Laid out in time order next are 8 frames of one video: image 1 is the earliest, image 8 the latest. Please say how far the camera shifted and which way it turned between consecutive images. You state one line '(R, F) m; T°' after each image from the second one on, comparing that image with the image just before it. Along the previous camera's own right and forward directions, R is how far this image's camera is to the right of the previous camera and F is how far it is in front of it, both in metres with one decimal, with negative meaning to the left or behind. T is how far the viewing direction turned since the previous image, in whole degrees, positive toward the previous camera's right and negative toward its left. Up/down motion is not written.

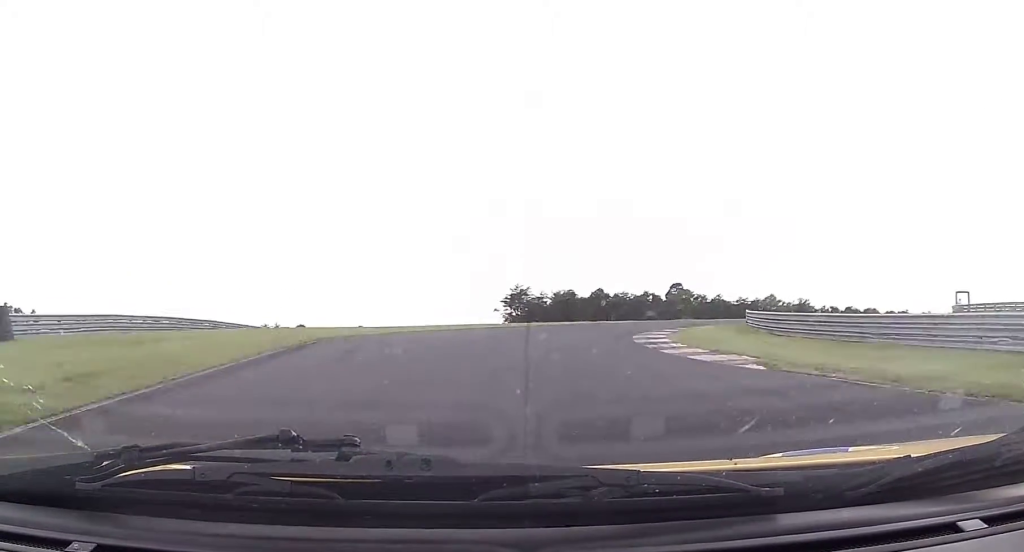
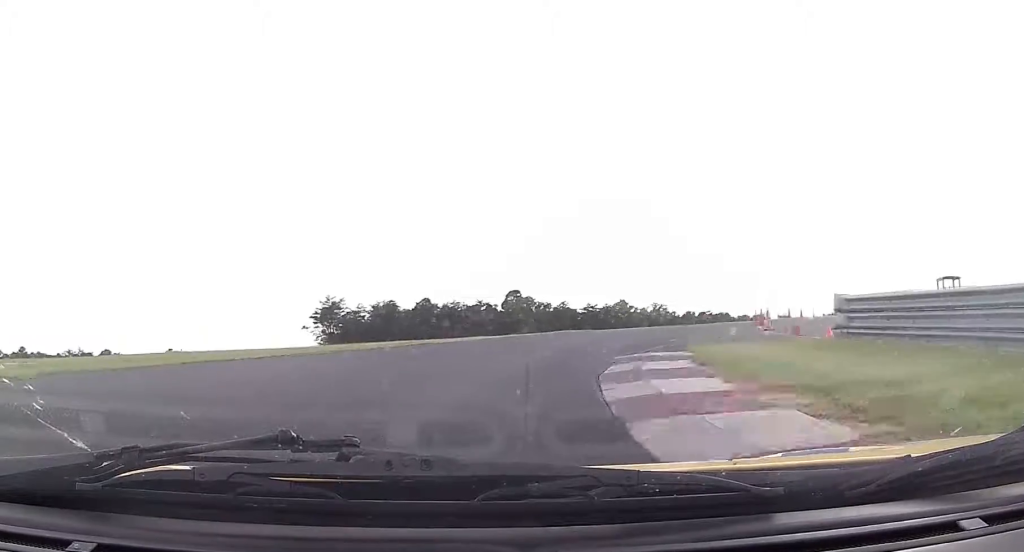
(+2.3, +26.5) m; +14°
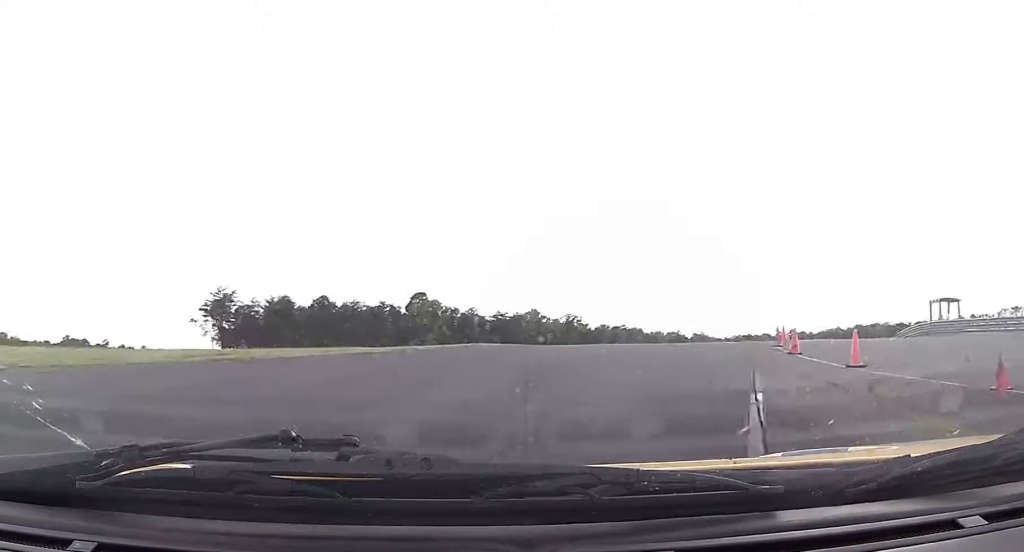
(+1.5, +11.3) m; +7°
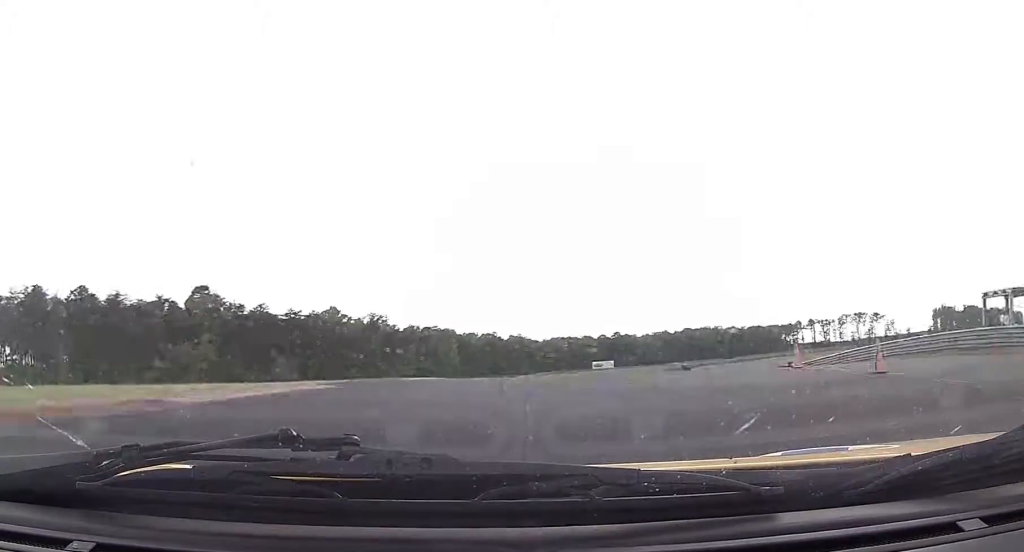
(+3.1, +23.7) m; +13°
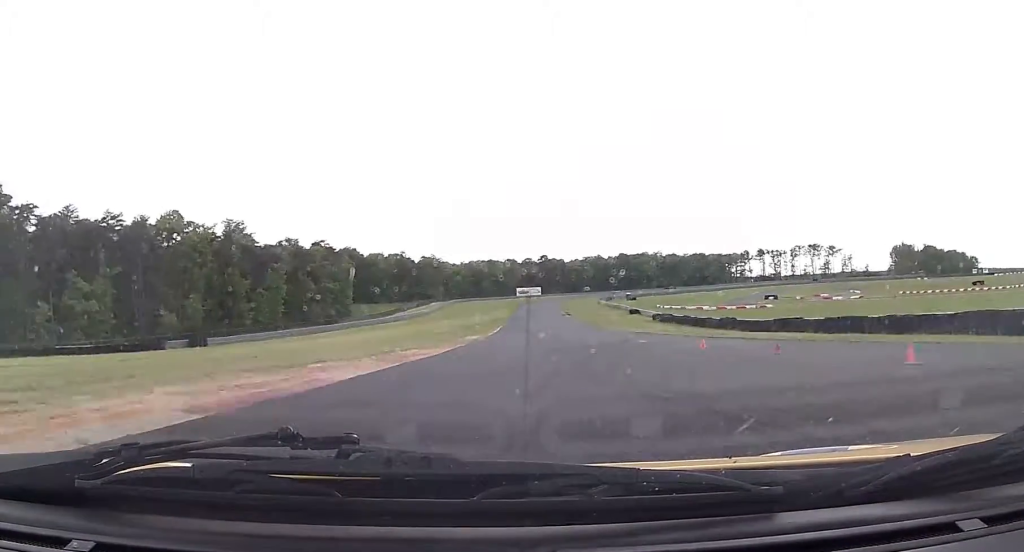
(+5.5, +42.2) m; +10°
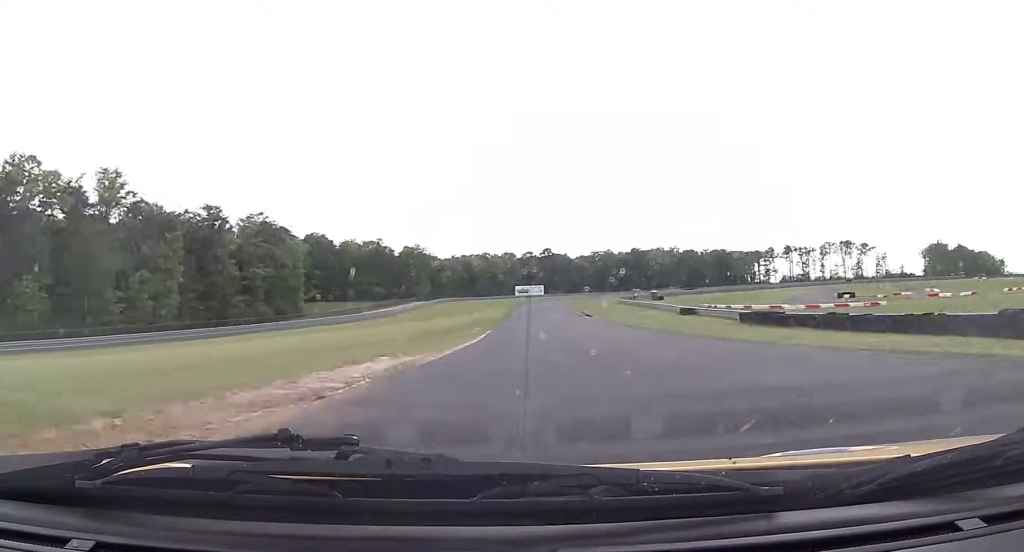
(+0.4, +40.3) m; +1°
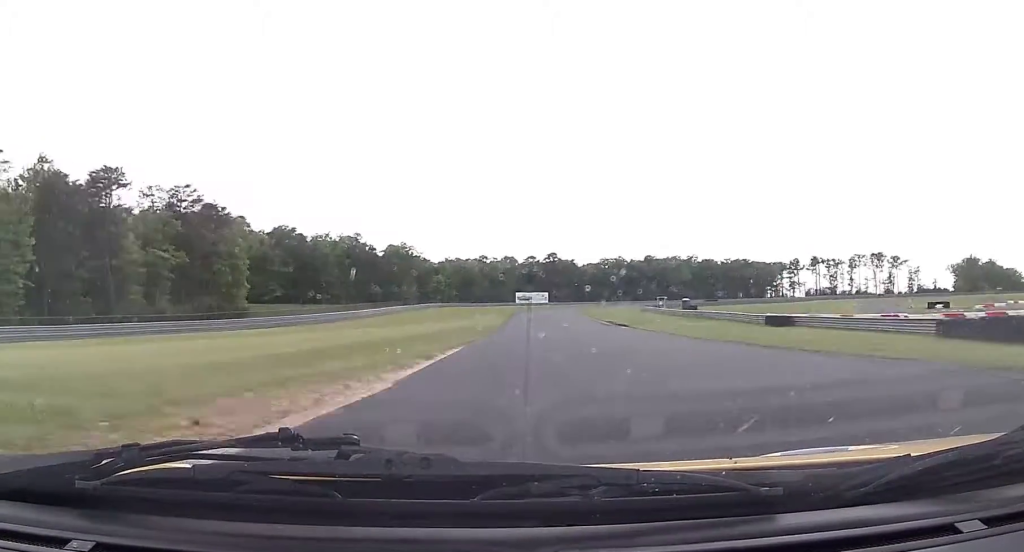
(+0.1, +30.6) m; 0°
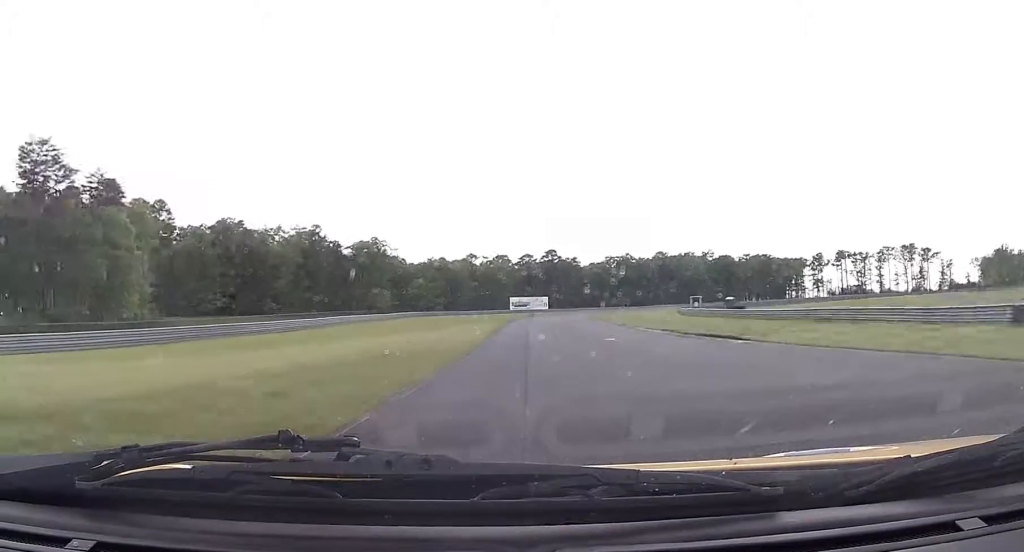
(0.0, +32.1) m; 0°
